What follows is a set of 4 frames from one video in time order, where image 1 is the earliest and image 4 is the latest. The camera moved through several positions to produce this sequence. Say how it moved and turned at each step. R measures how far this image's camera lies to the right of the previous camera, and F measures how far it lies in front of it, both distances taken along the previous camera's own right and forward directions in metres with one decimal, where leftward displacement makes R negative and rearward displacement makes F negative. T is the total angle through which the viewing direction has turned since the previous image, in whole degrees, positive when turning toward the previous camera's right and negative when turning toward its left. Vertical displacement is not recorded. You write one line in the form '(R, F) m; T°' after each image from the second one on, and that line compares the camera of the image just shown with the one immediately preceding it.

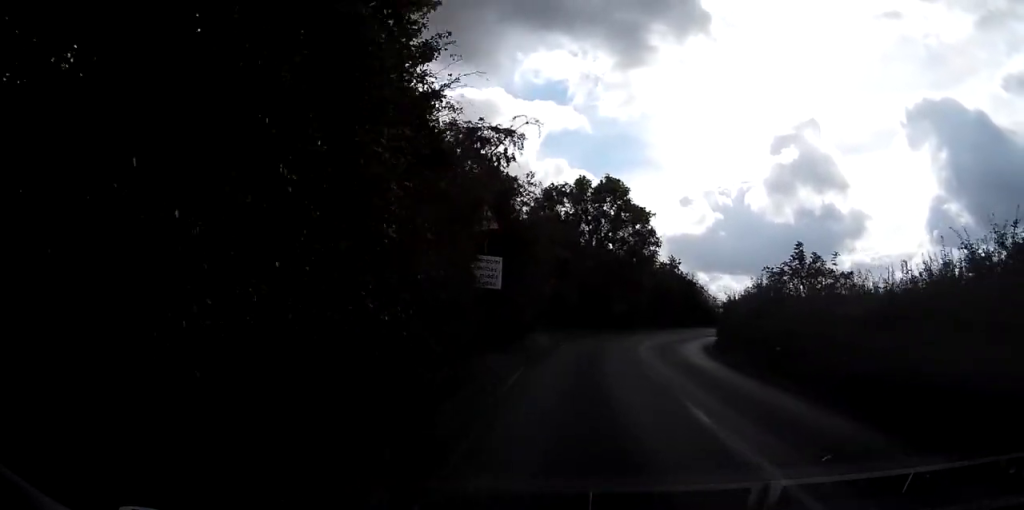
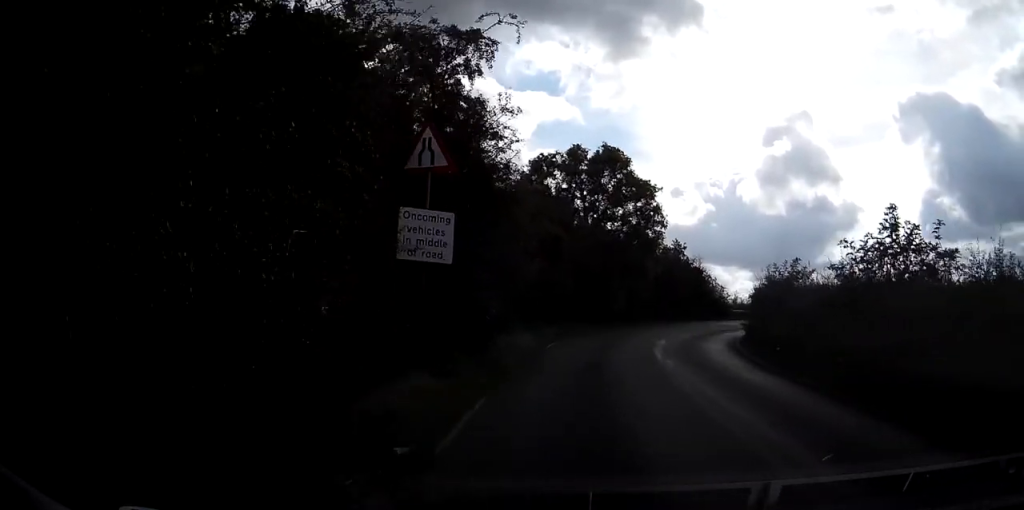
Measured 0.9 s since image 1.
(0.0, +6.7) m; +2°
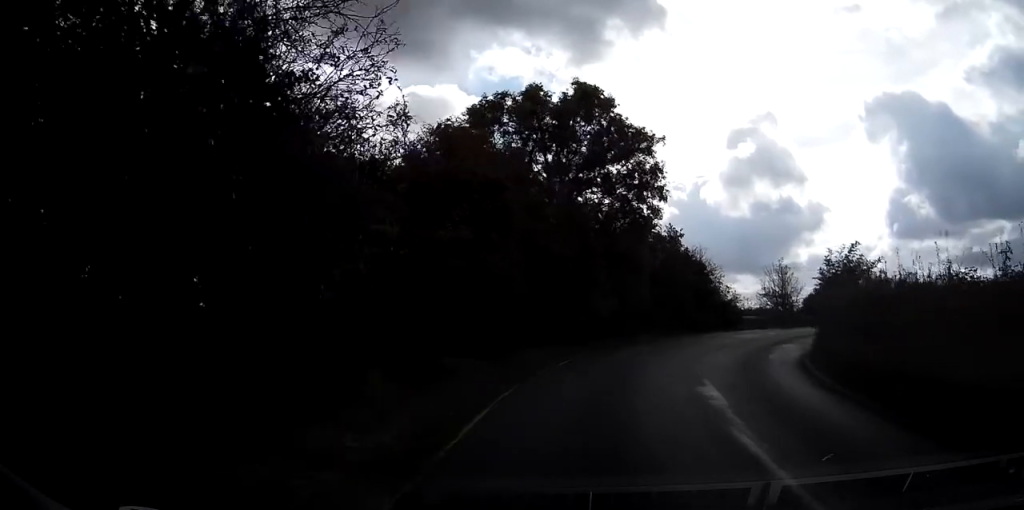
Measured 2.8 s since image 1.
(+0.8, +12.8) m; +6°
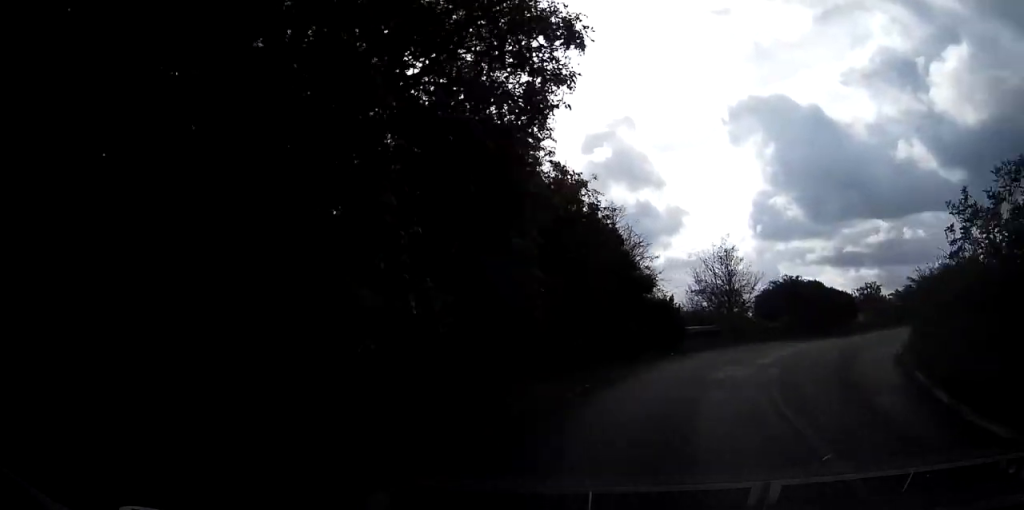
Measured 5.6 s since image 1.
(+3.4, +16.4) m; +29°
